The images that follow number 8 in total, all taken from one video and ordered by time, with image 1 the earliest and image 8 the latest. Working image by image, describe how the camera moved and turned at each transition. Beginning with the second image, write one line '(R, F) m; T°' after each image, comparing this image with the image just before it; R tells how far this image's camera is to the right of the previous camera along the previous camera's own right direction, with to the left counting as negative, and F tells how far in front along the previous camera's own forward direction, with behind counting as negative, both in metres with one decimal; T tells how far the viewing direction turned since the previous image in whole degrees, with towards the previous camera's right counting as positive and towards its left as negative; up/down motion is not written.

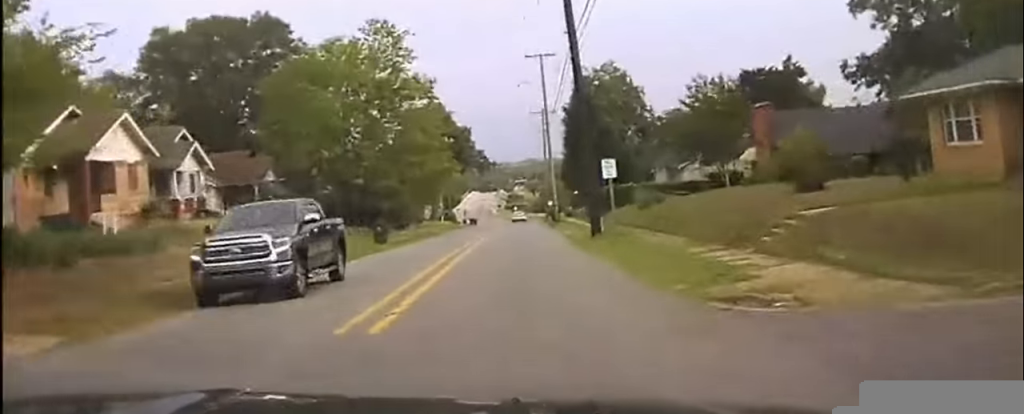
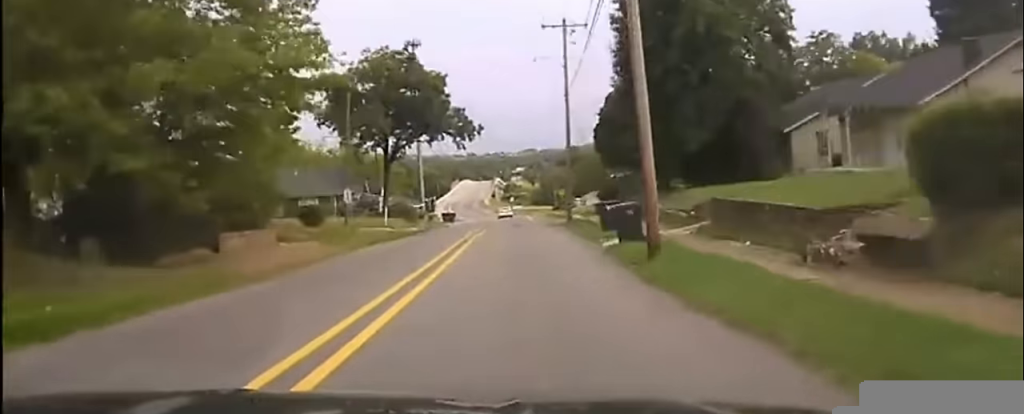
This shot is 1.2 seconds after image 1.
(-0.1, +45.1) m; -1°
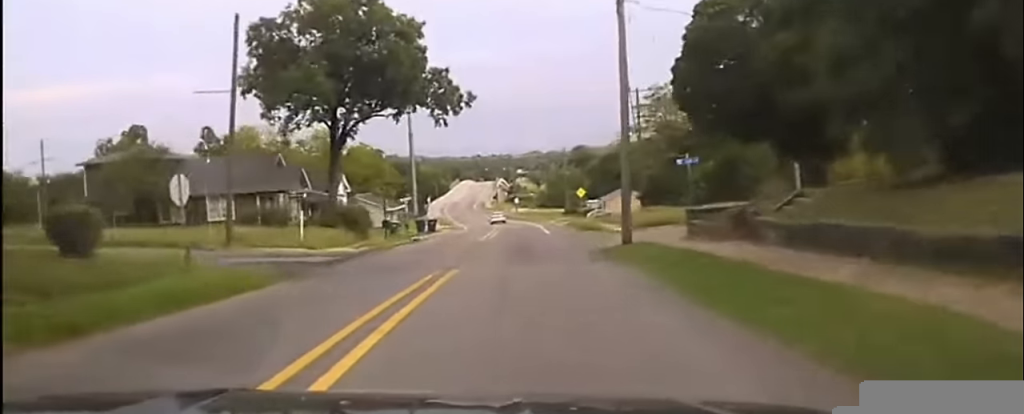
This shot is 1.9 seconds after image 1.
(-0.1, +27.2) m; -1°
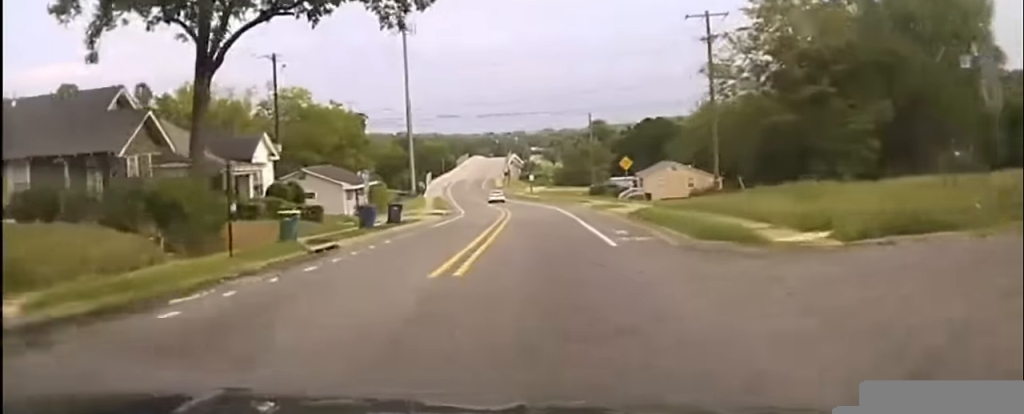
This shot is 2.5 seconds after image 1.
(-0.4, +26.9) m; -1°
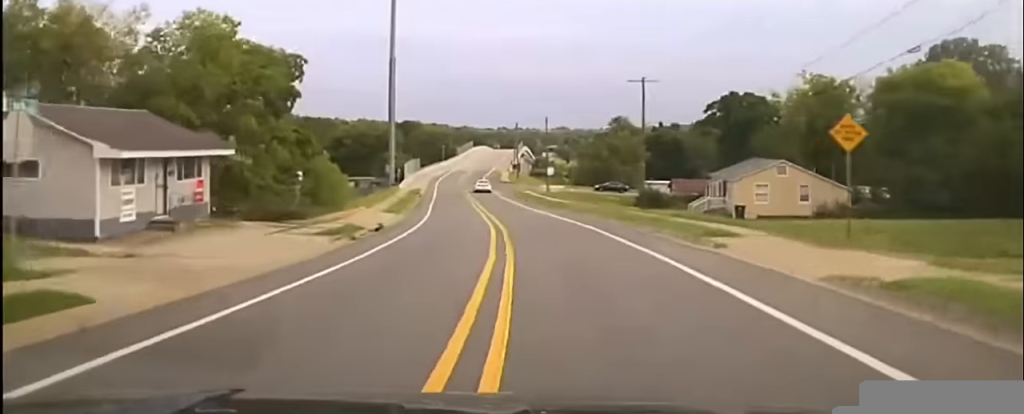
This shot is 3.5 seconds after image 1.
(-0.1, +40.7) m; 0°
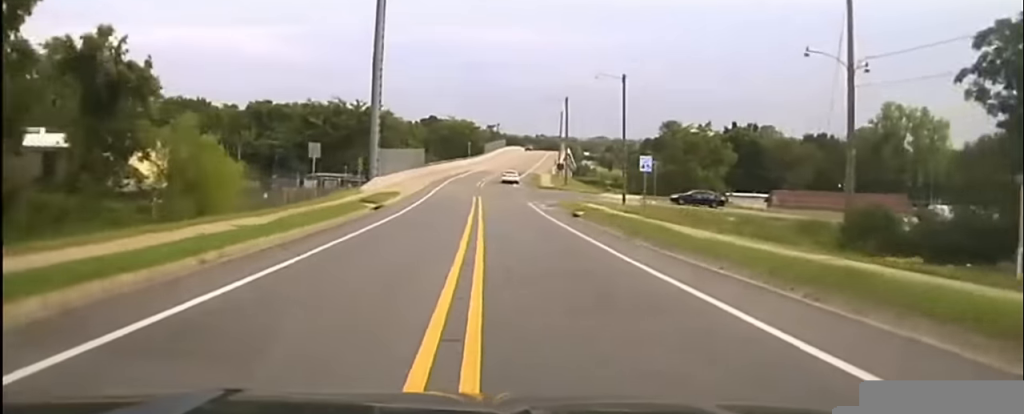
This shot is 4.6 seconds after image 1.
(0.0, +47.9) m; 0°
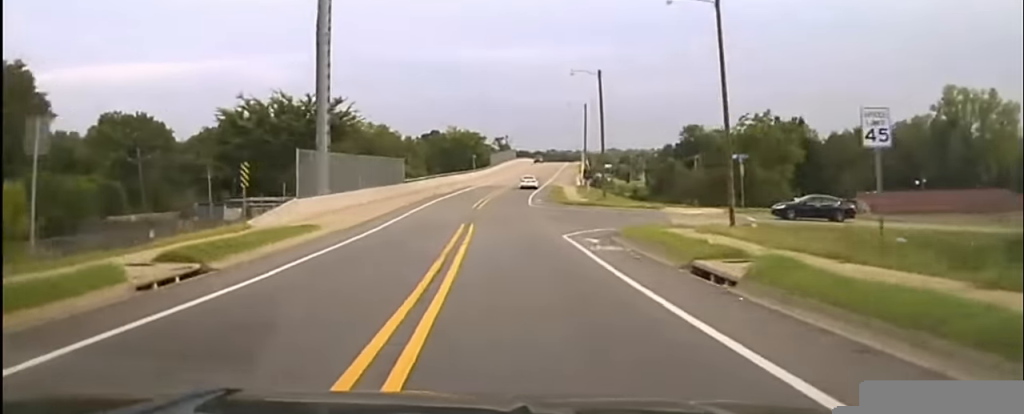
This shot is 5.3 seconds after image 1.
(-0.1, +25.8) m; -1°
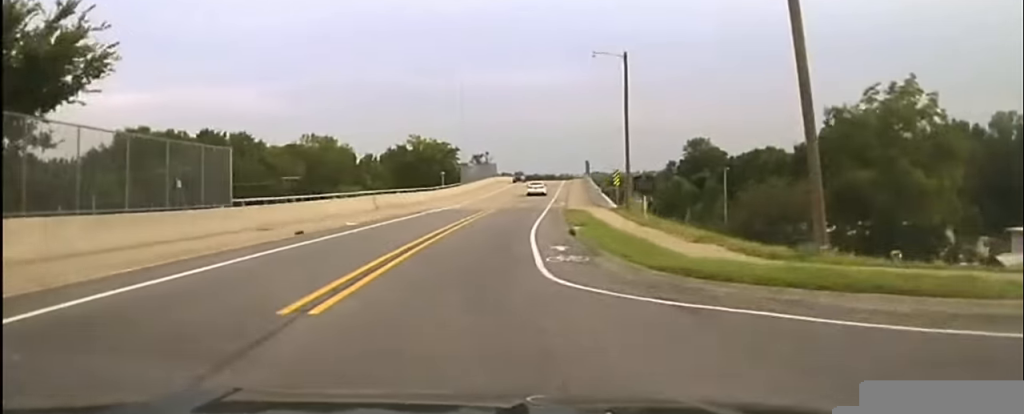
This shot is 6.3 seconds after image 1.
(-0.6, +43.7) m; 0°
